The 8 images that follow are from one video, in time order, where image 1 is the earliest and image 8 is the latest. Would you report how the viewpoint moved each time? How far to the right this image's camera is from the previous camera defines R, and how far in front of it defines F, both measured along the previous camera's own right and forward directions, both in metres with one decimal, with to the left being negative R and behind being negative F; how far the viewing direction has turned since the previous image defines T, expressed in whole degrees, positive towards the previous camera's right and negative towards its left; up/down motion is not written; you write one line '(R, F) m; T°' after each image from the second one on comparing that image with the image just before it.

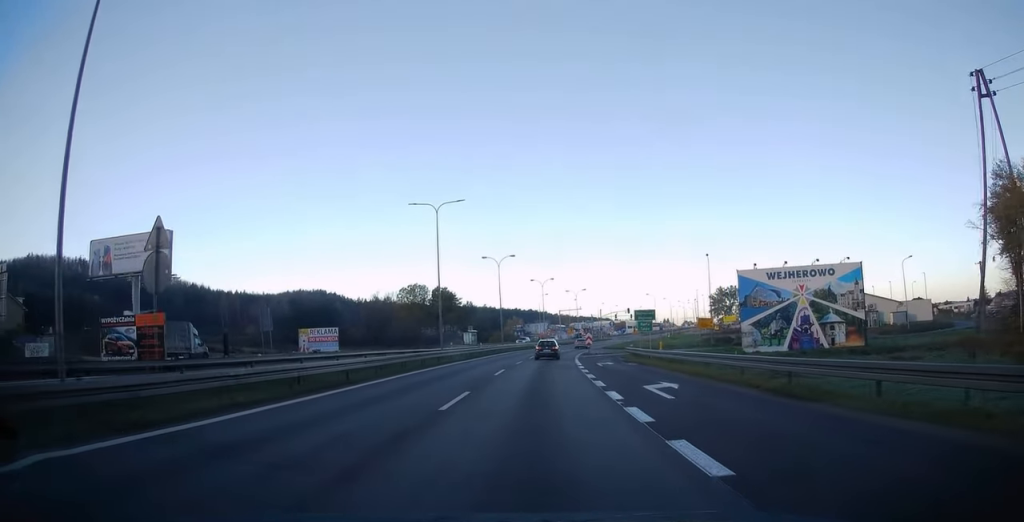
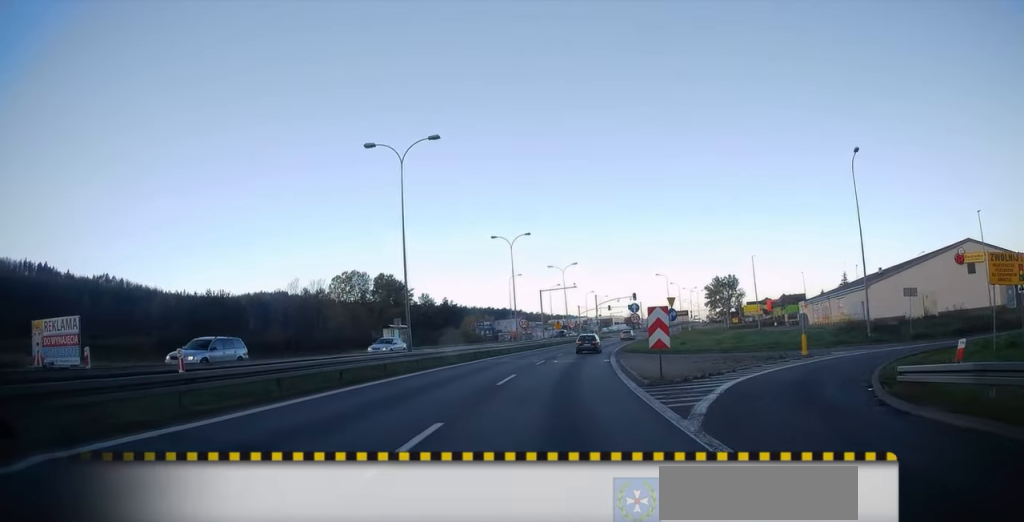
(+0.7, +42.5) m; +2°
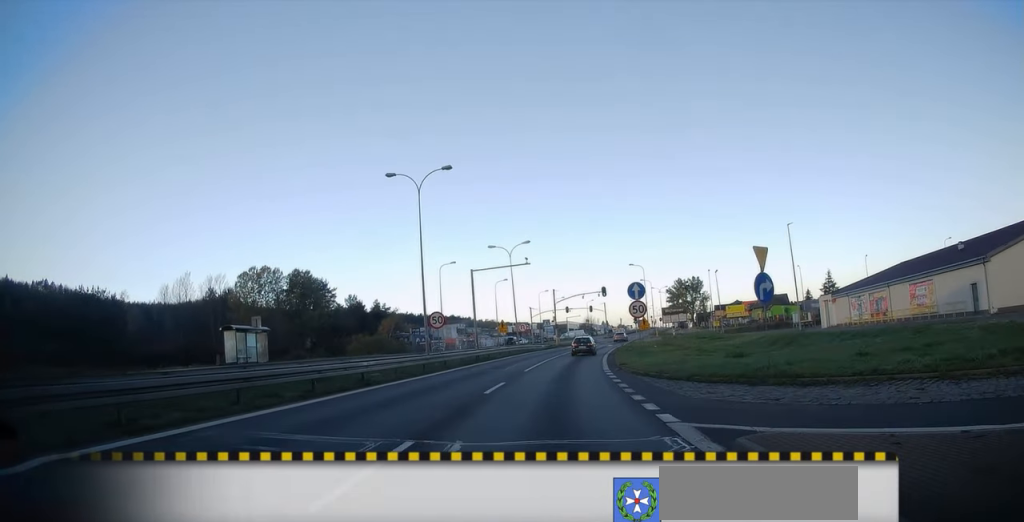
(+1.1, +25.1) m; +5°
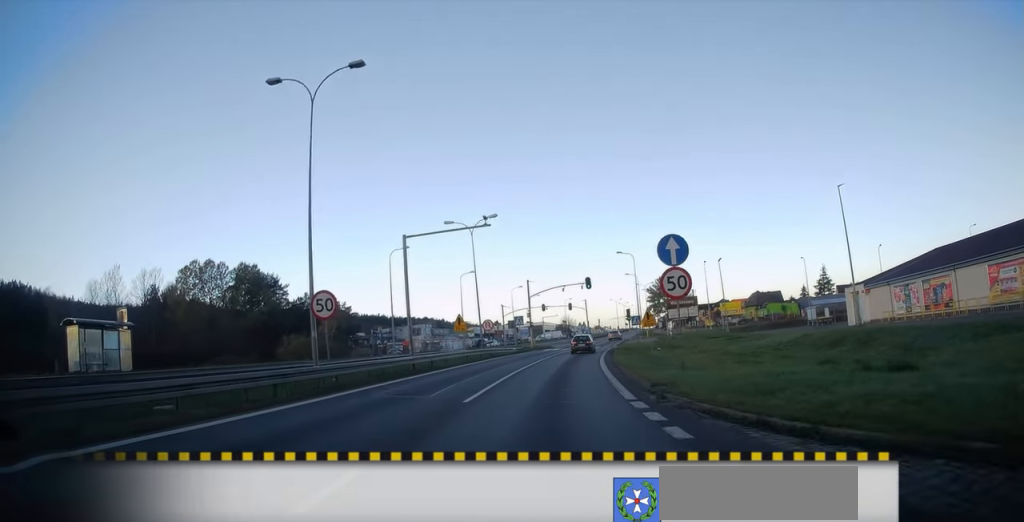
(+0.2, +13.8) m; +2°
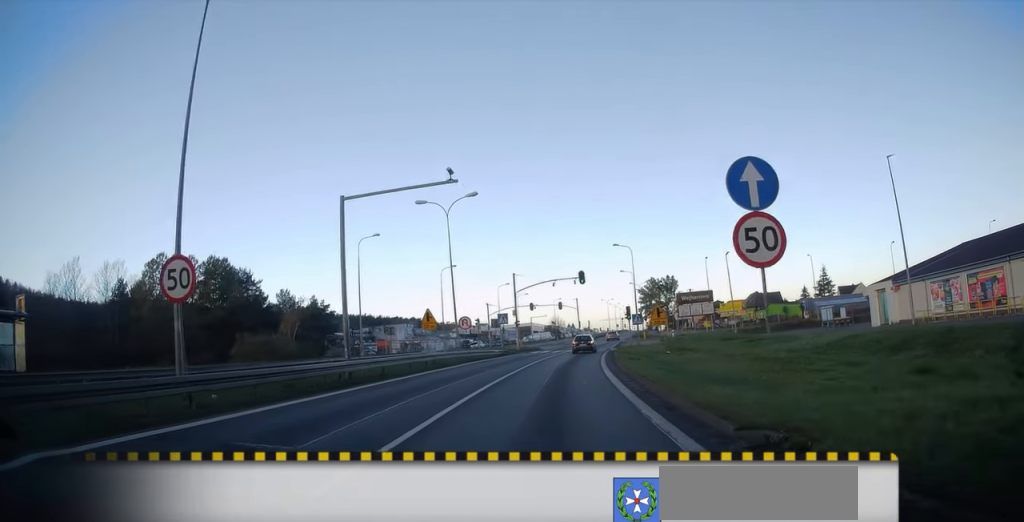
(0.0, +7.6) m; +1°
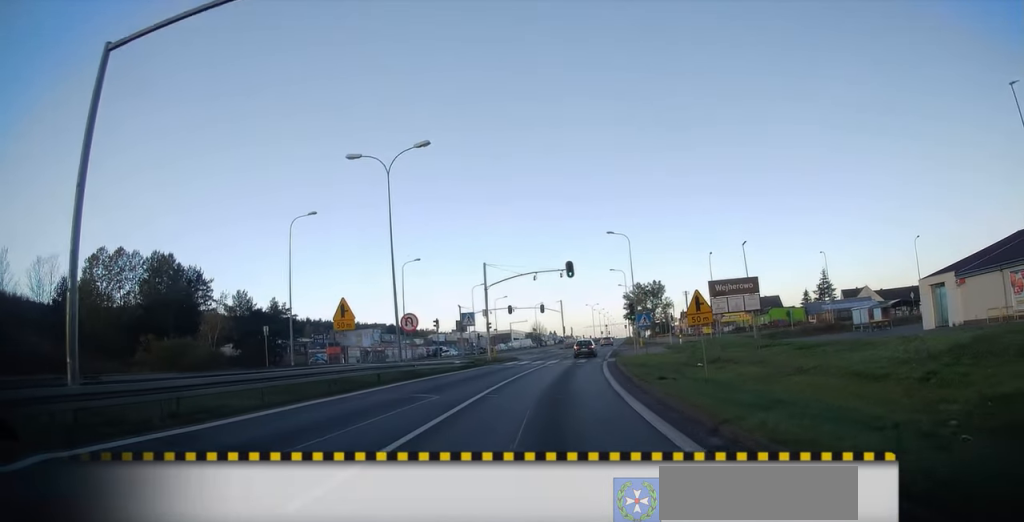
(+0.3, +12.2) m; +1°
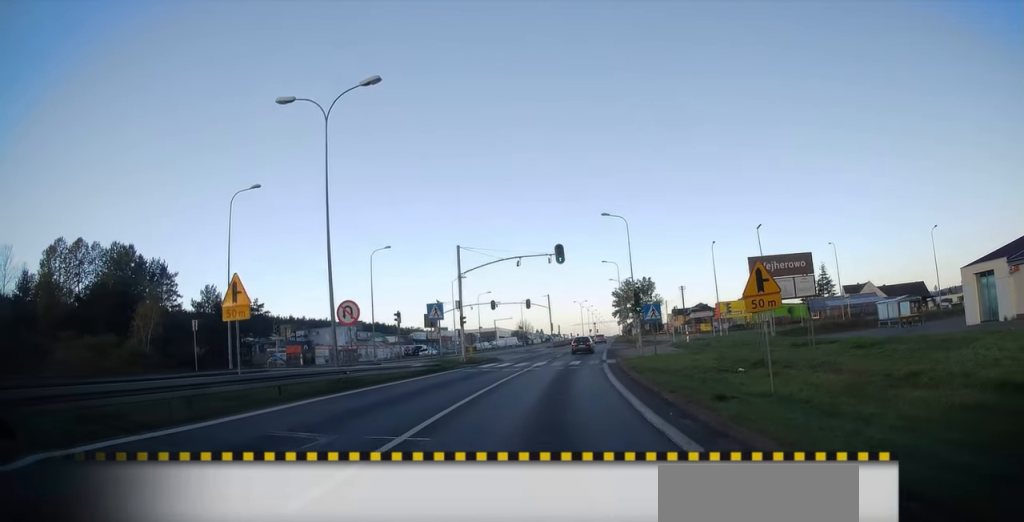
(0.0, +7.6) m; +1°
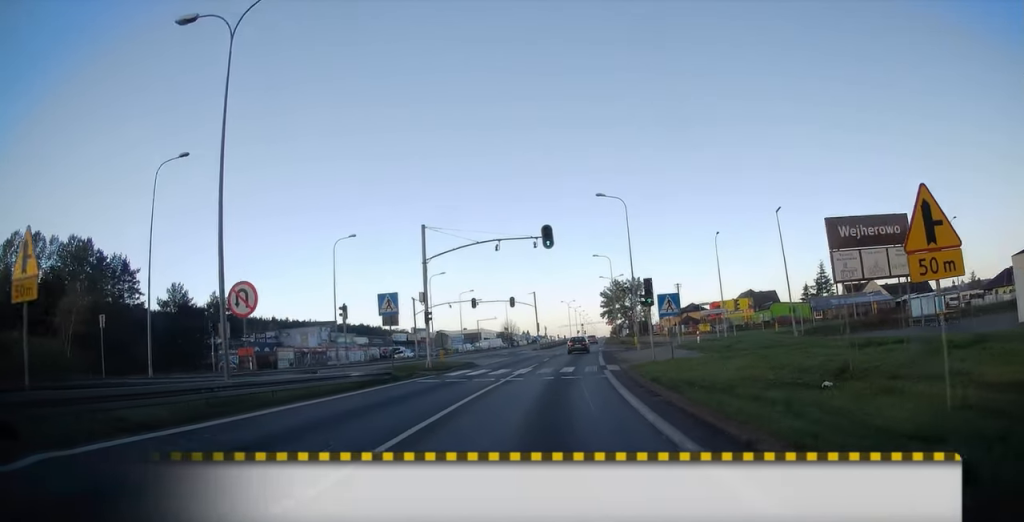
(-0.1, +7.3) m; +2°
